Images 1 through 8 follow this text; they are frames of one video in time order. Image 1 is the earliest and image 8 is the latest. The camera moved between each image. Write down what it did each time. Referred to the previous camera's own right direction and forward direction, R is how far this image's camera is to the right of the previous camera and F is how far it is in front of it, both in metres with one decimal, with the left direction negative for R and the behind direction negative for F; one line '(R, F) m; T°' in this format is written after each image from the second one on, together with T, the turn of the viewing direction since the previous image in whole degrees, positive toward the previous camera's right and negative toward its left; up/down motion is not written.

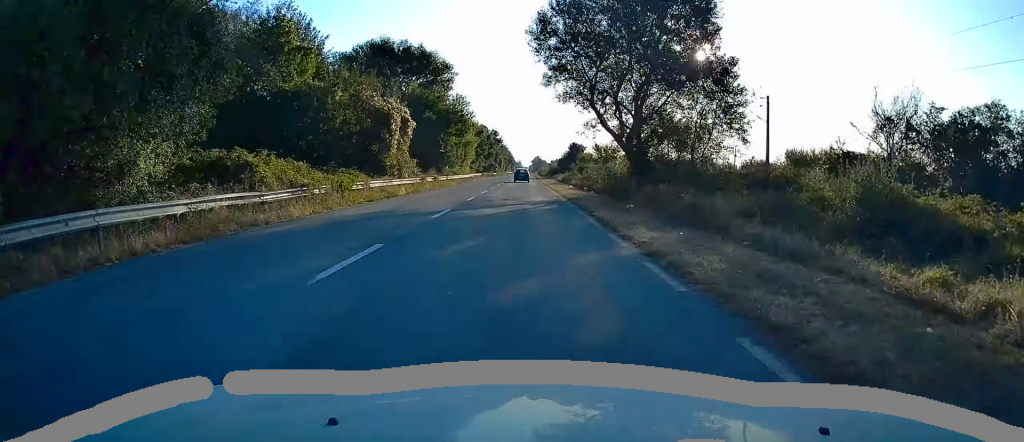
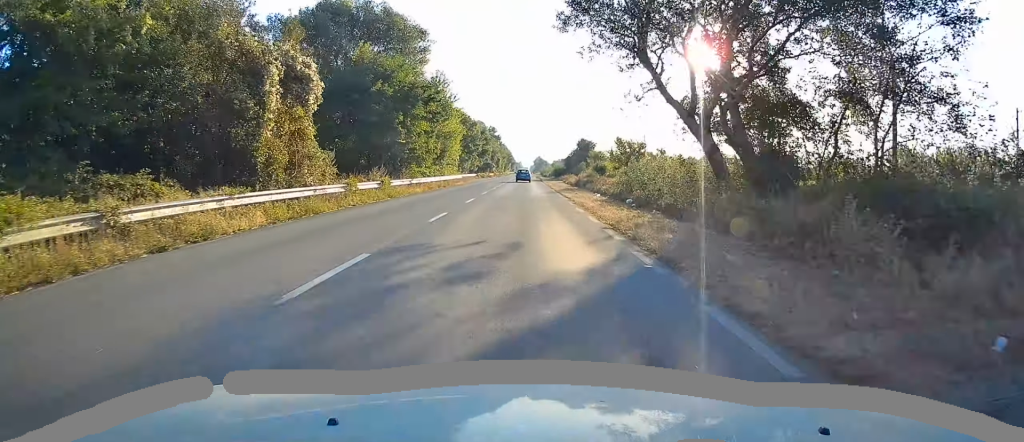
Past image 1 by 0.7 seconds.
(-0.1, +19.2) m; 0°
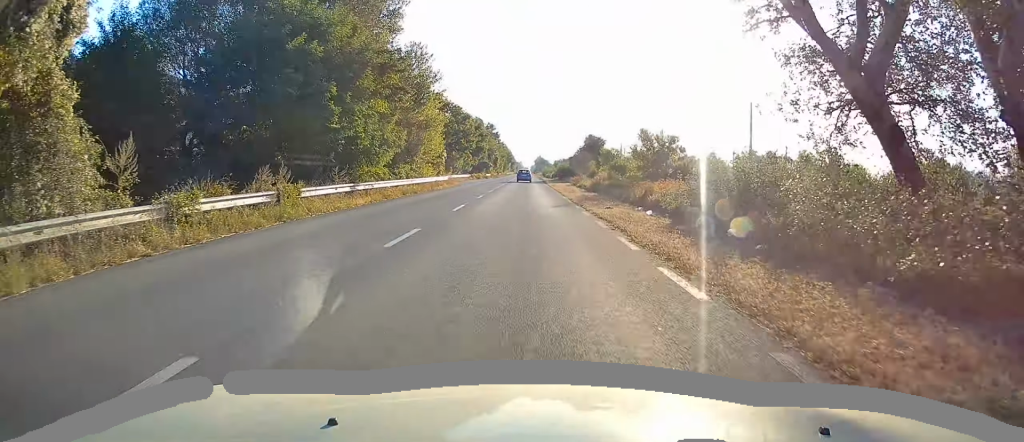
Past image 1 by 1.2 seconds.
(-0.2, +13.7) m; 0°
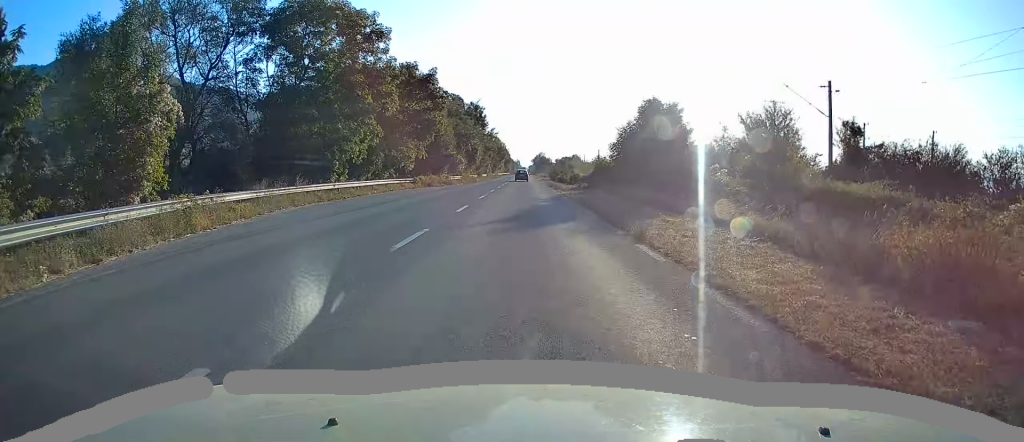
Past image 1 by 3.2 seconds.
(+0.6, +54.0) m; 0°
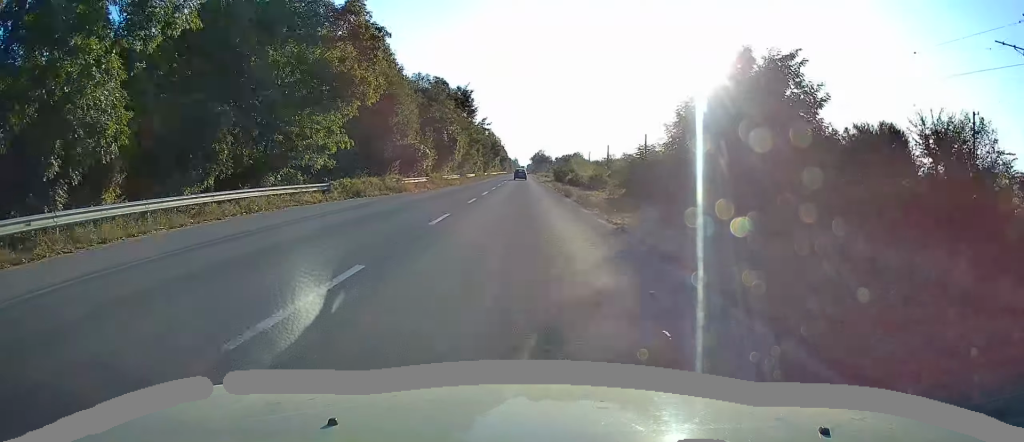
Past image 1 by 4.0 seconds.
(-0.2, +22.9) m; 0°
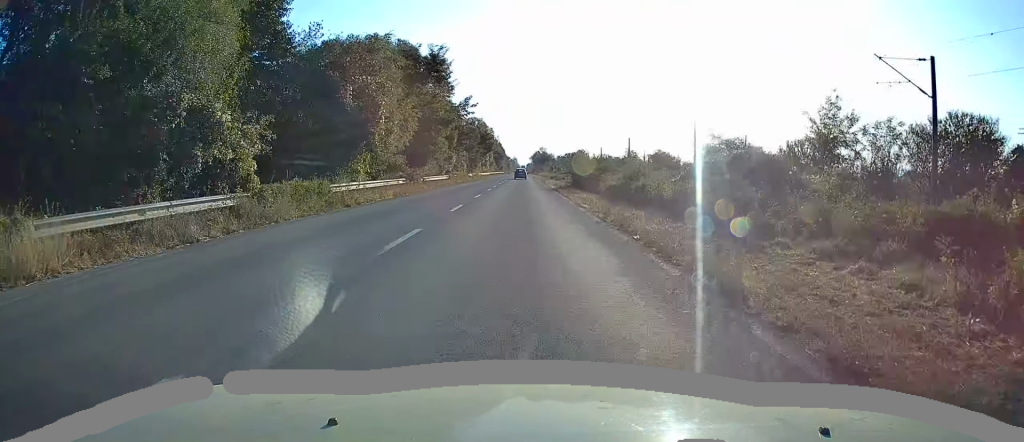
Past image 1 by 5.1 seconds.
(+0.1, +31.1) m; +1°
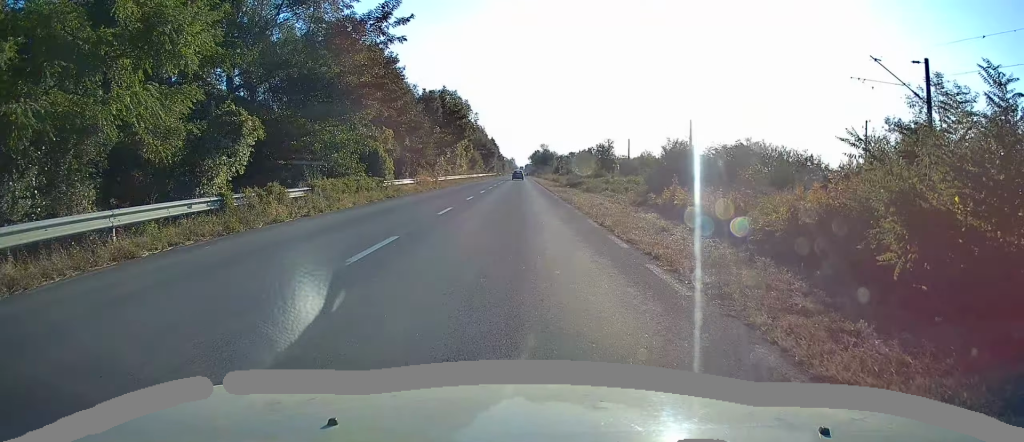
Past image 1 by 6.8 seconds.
(+0.3, +45.9) m; 0°
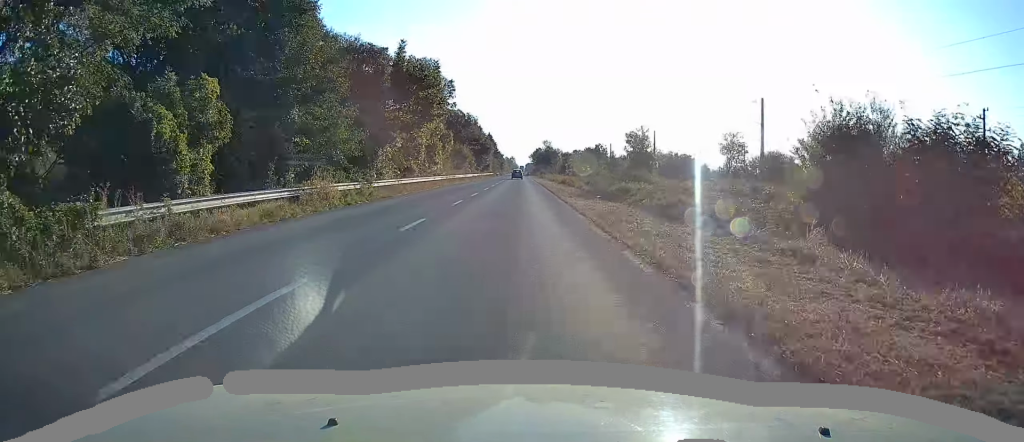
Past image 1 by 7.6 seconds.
(0.0, +22.9) m; 0°
